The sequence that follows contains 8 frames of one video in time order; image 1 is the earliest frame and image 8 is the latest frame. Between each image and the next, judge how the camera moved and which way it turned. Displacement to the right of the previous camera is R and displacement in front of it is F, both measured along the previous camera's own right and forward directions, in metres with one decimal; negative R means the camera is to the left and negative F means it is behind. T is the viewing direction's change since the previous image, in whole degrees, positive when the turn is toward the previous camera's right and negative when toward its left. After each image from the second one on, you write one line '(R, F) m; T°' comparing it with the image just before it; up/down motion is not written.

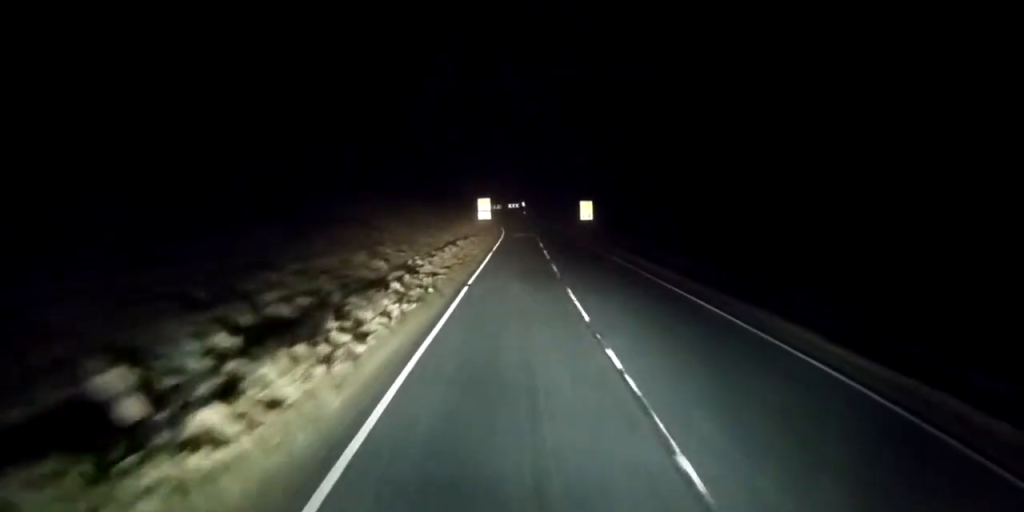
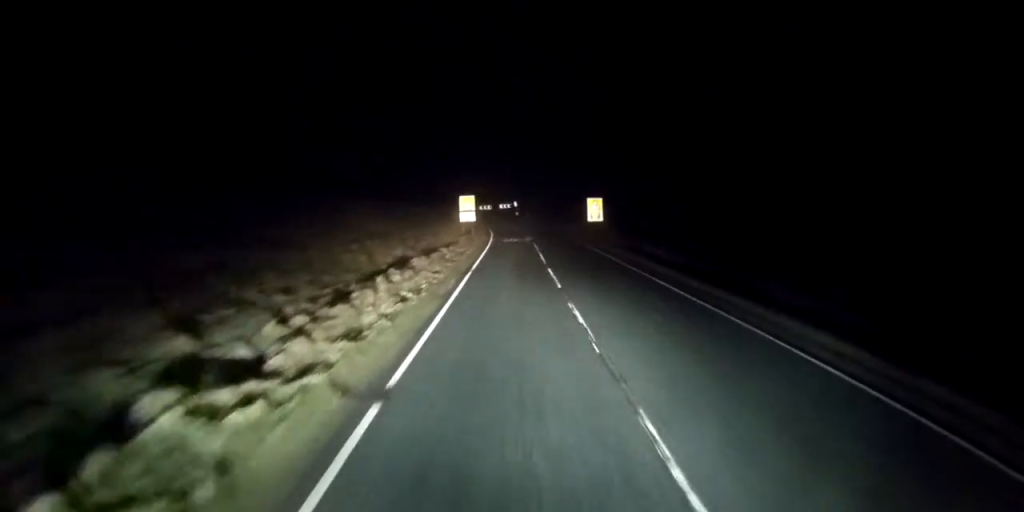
(+0.1, +12.4) m; +1°
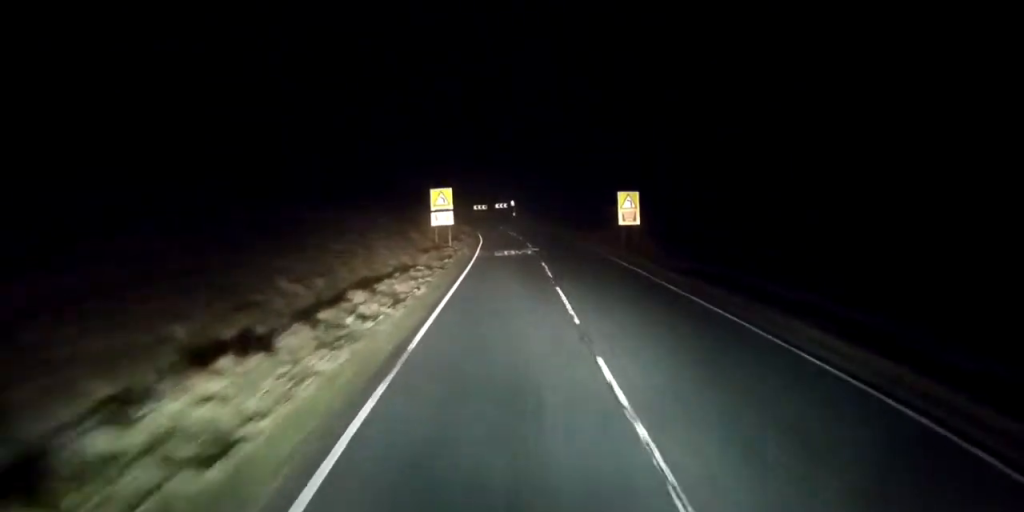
(0.0, +16.0) m; 0°
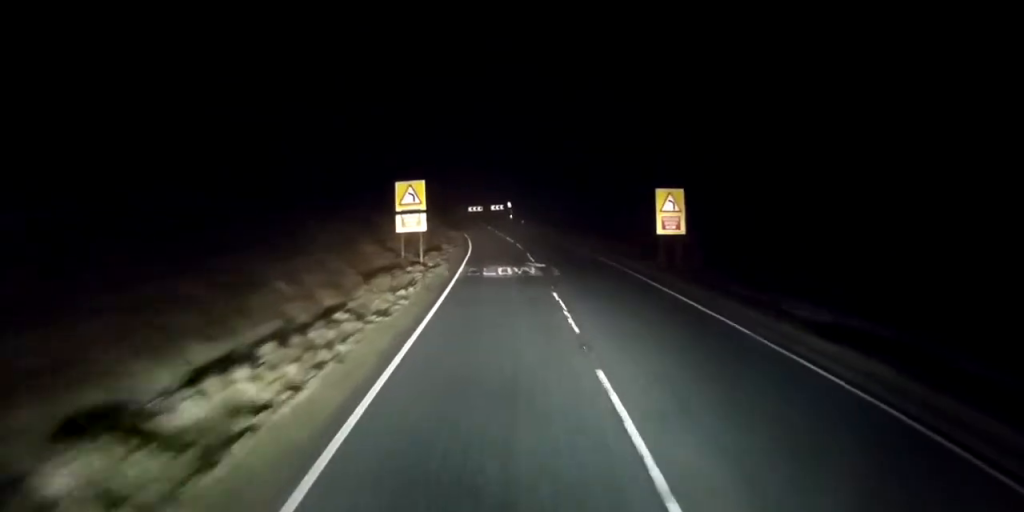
(0.0, +9.7) m; -1°
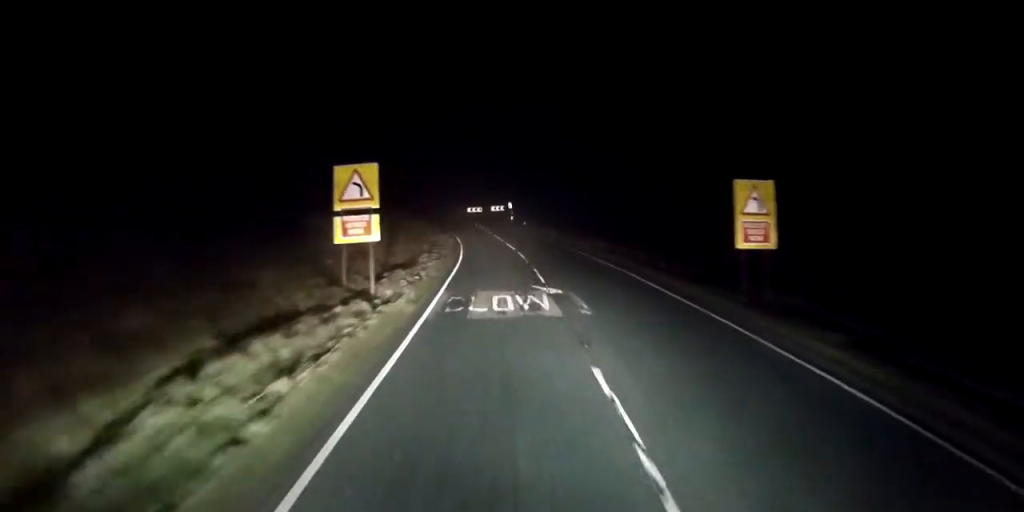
(-0.1, +8.9) m; 0°
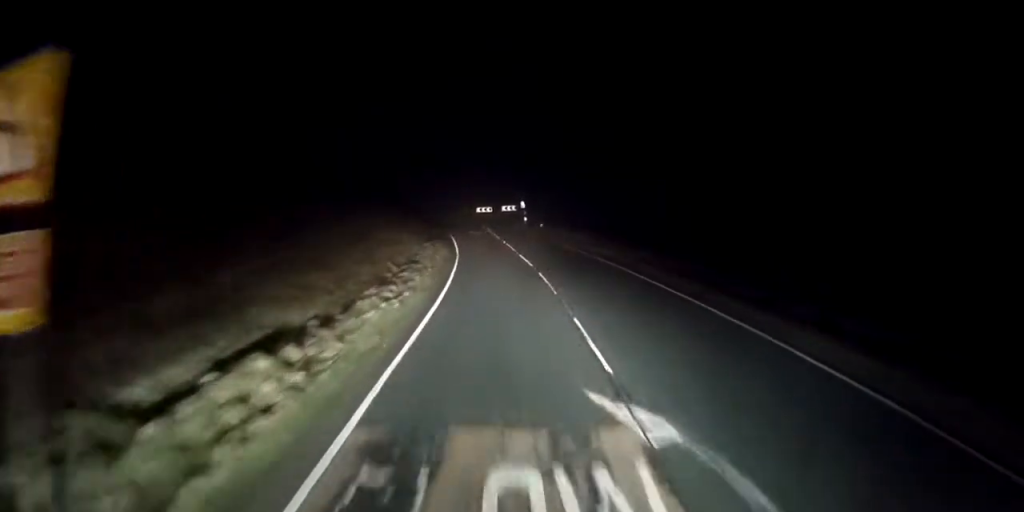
(0.0, +12.3) m; -1°
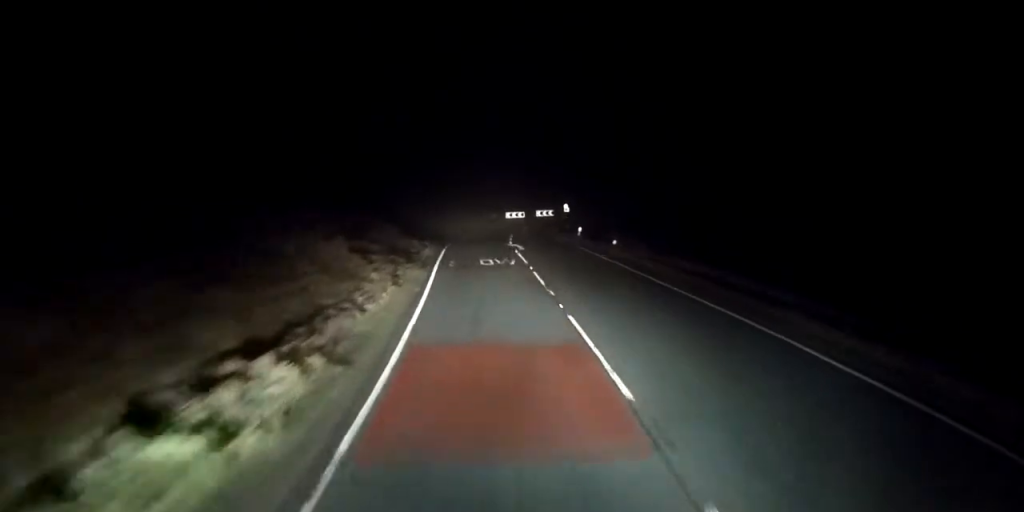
(-0.8, +28.0) m; -4°
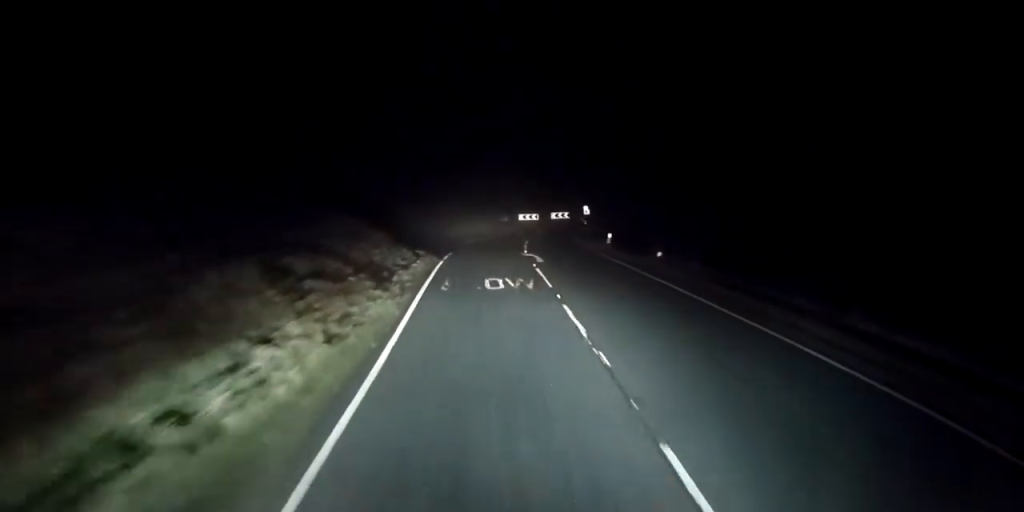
(-0.1, +7.5) m; -1°
